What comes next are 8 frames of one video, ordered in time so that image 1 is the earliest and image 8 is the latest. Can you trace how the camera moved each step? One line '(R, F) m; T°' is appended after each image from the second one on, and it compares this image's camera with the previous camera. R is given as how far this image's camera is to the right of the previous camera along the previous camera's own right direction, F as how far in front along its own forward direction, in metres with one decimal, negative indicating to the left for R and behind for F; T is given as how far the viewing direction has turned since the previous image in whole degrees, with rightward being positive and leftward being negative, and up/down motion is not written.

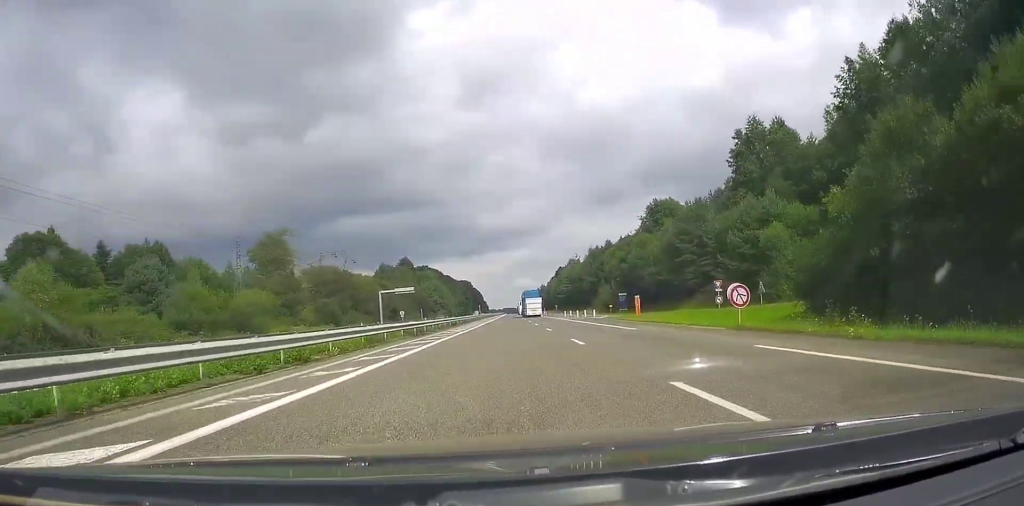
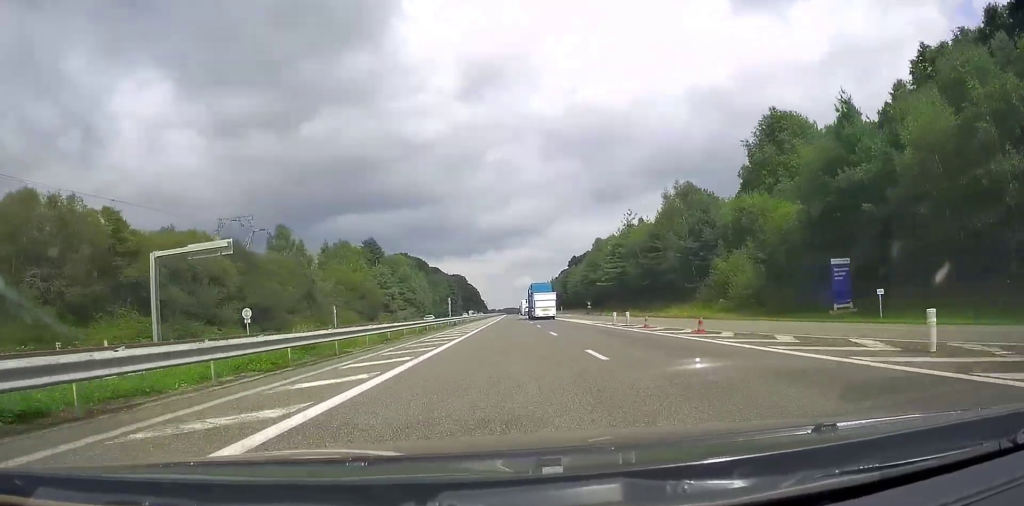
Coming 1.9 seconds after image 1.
(+0.5, +73.9) m; 0°
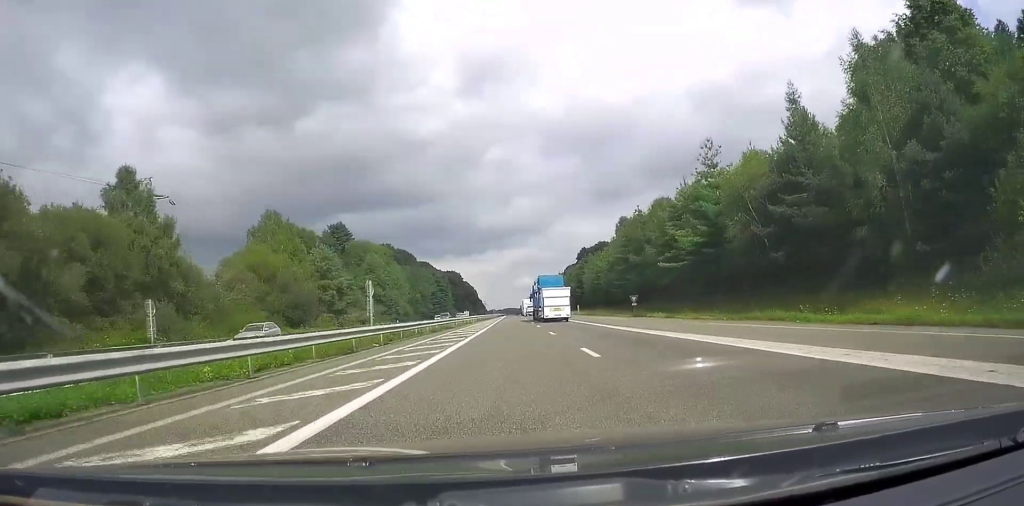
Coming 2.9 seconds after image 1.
(-0.3, +39.6) m; -1°
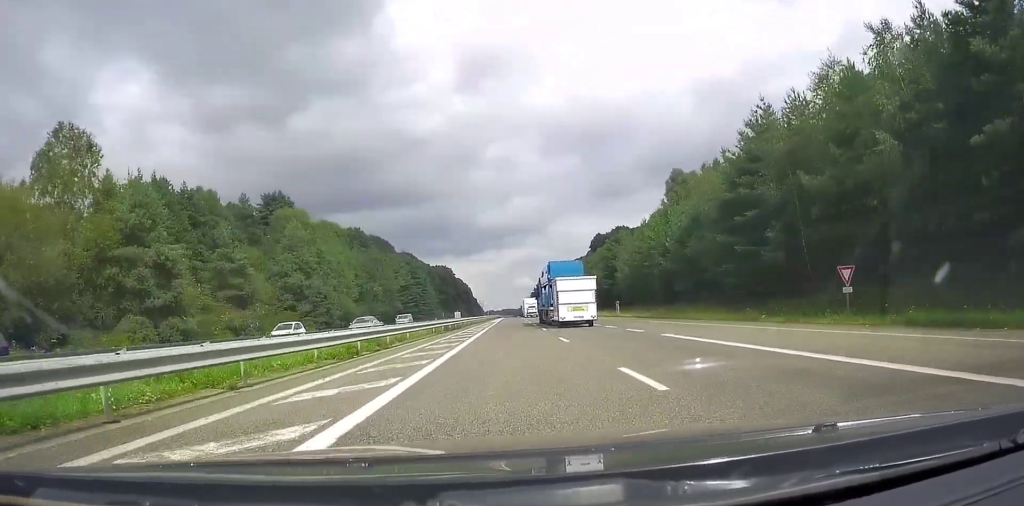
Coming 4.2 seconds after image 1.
(+0.1, +45.7) m; +1°
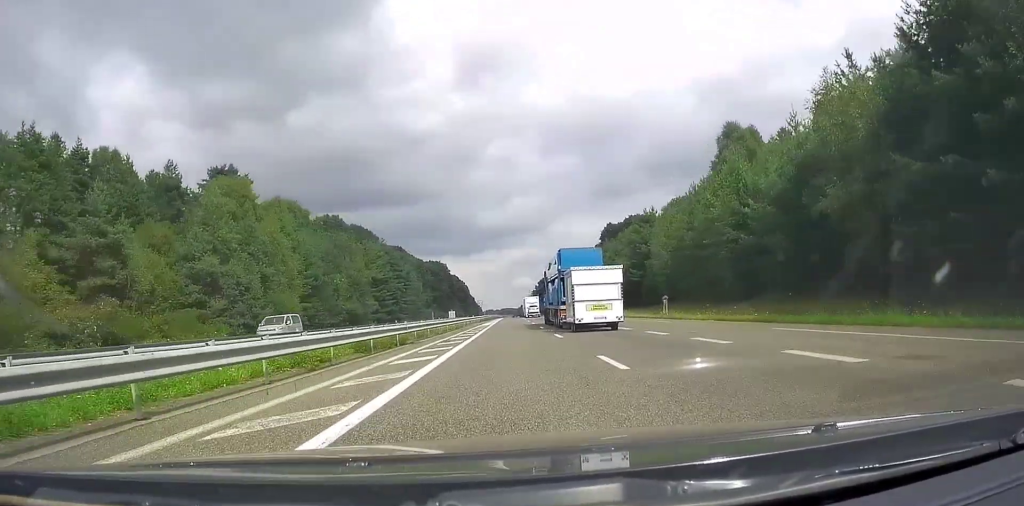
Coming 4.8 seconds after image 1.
(+0.1, +23.7) m; 0°
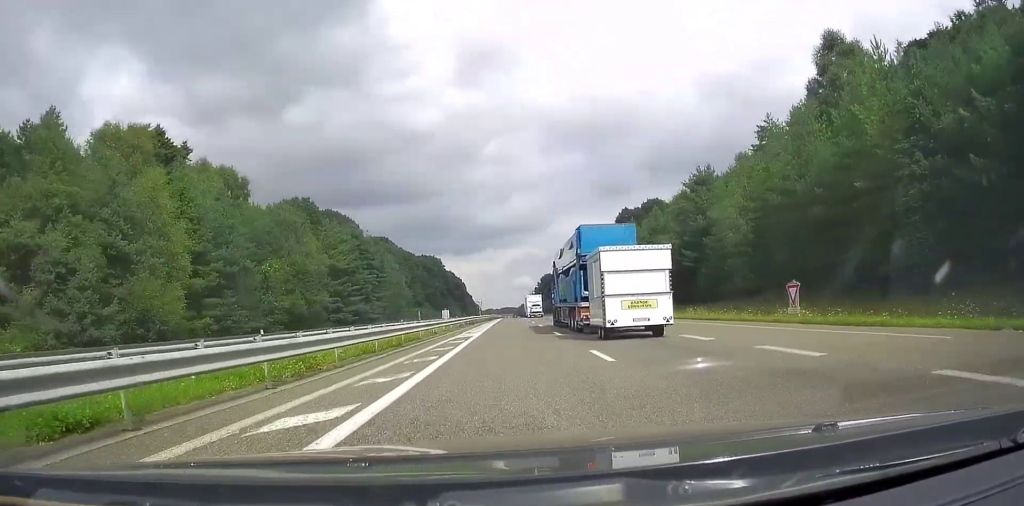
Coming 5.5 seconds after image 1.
(0.0, +24.7) m; 0°
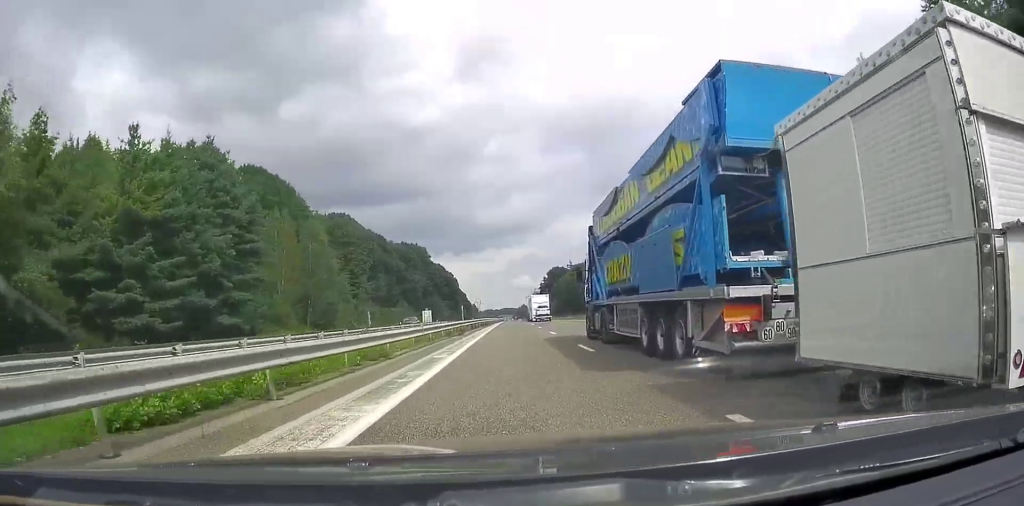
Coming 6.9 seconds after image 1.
(-0.5, +49.2) m; -1°
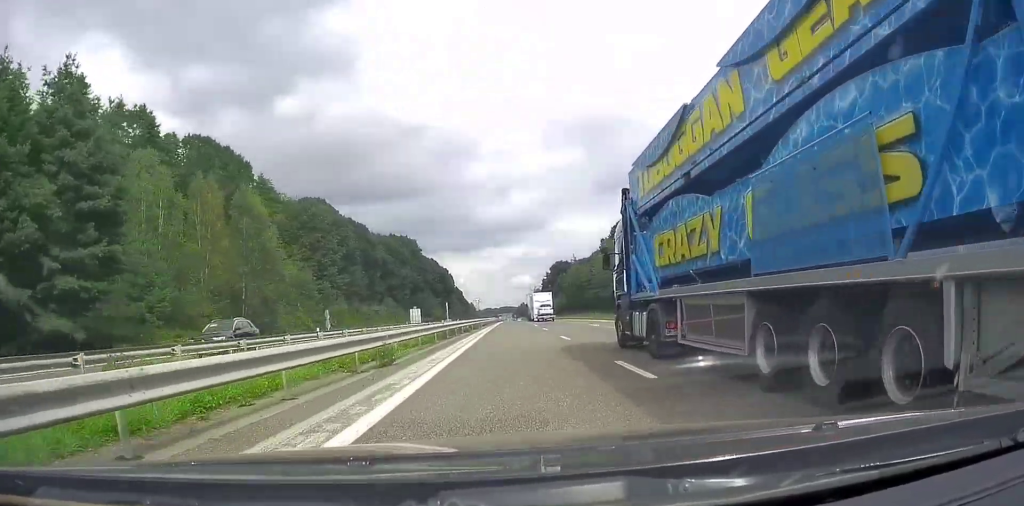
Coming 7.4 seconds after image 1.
(-0.3, +20.0) m; 0°
